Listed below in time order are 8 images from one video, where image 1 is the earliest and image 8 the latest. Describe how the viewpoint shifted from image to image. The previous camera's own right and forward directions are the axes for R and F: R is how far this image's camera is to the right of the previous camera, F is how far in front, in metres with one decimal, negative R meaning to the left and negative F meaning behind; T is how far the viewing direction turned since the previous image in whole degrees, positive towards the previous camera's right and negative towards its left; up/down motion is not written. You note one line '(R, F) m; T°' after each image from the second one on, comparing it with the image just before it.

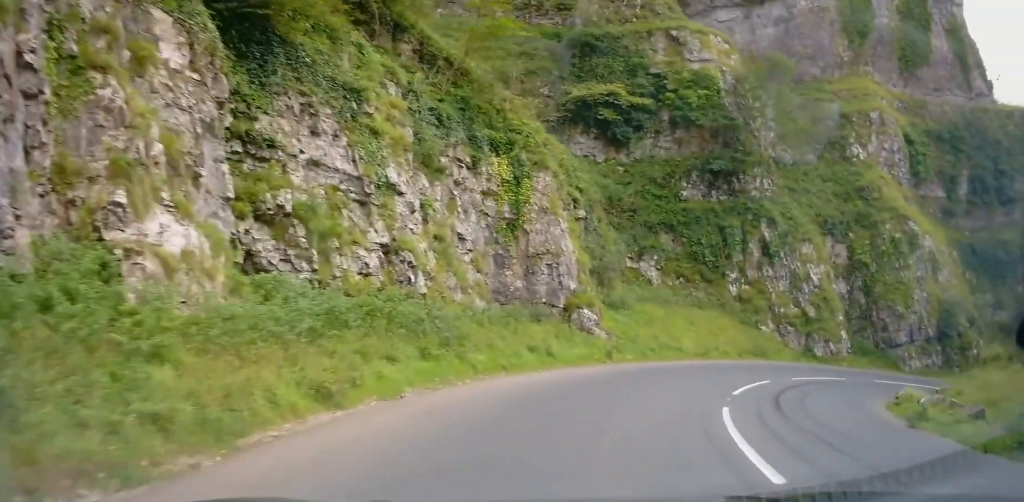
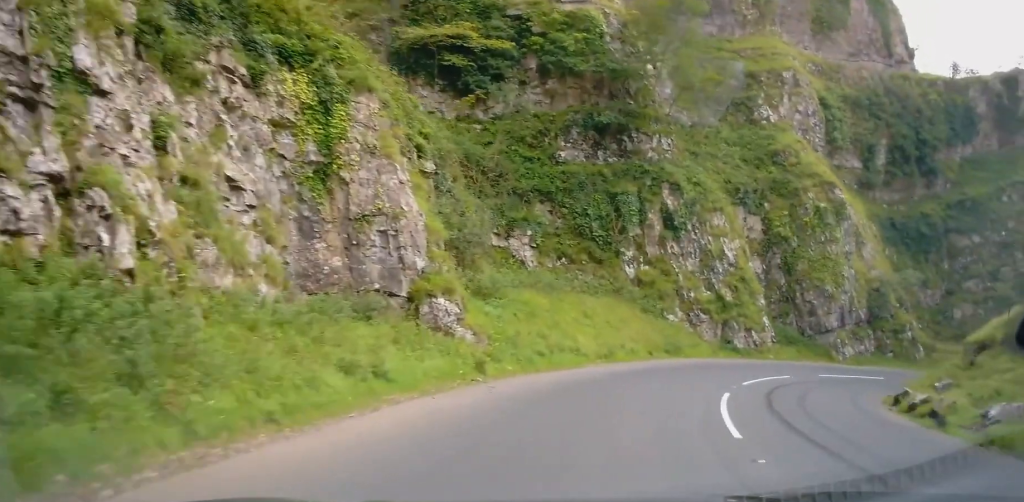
(+1.1, +6.2) m; +14°
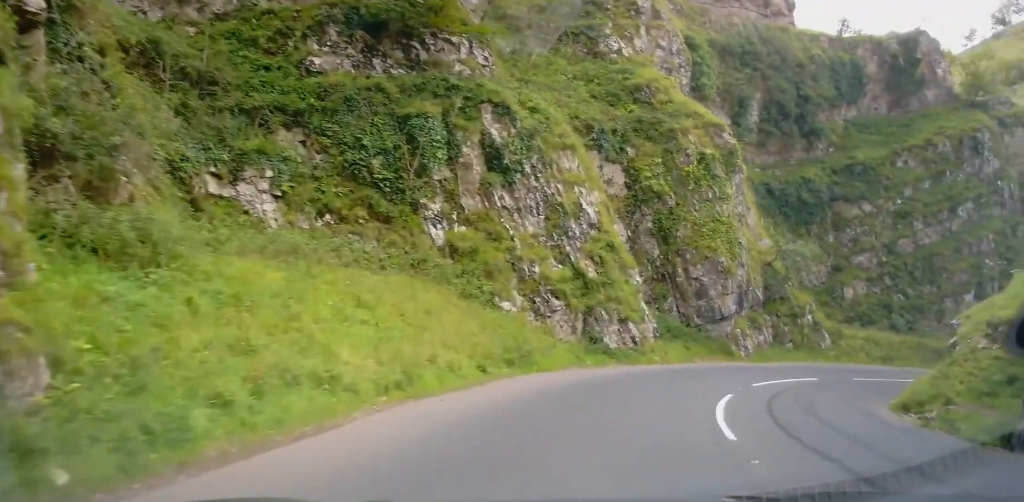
(+1.5, +9.2) m; +18°
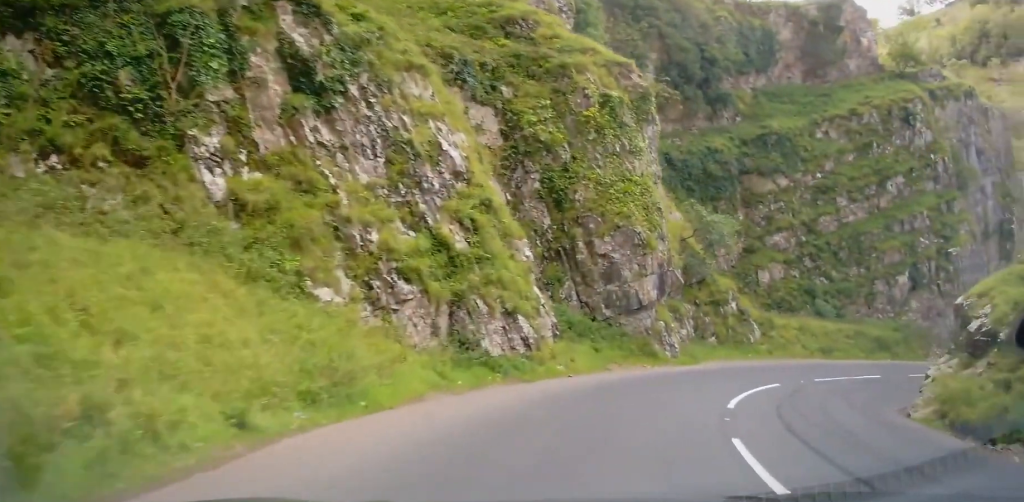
(+0.6, +5.9) m; +14°
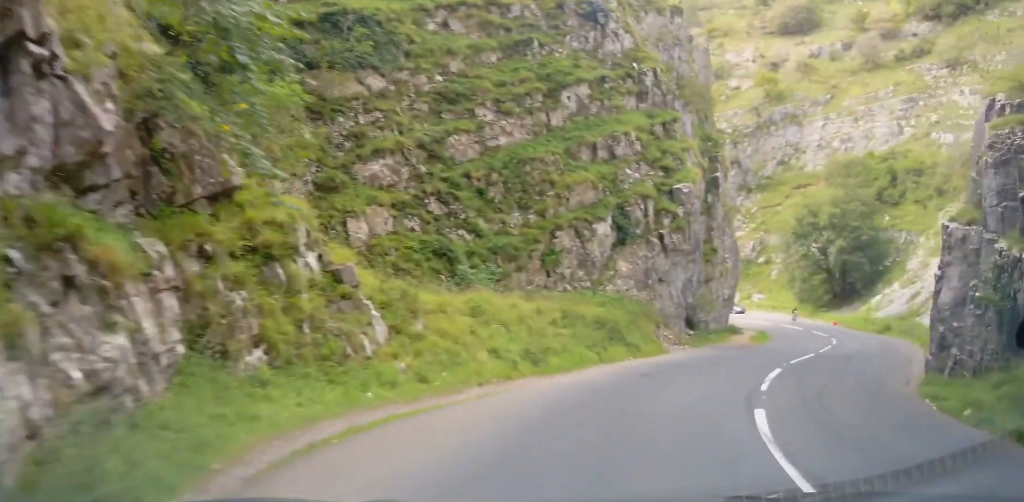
(+6.6, +15.5) m; +41°
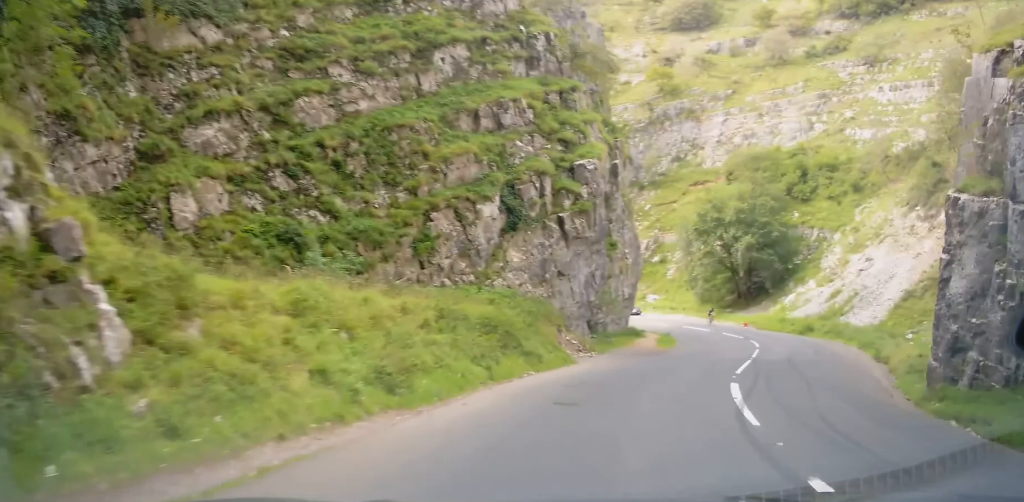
(0.0, +5.4) m; +8°
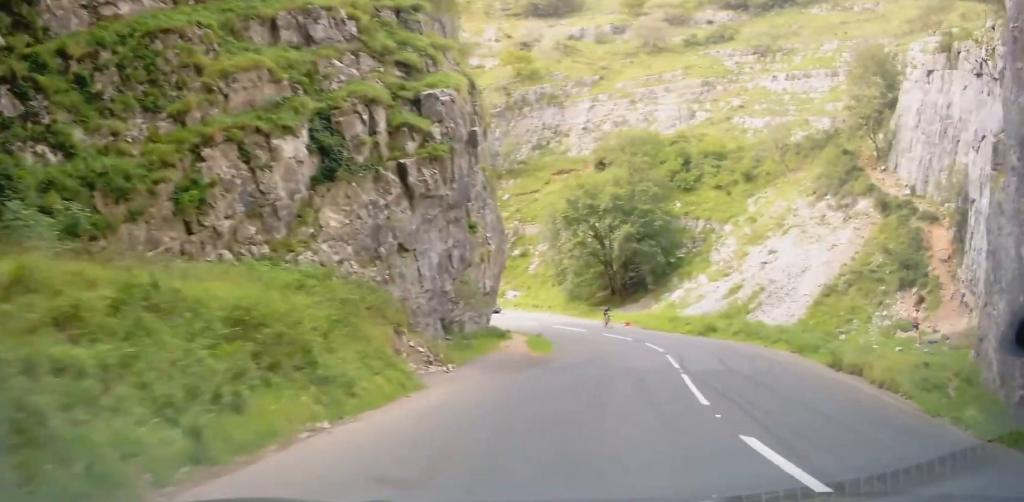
(+1.0, +7.6) m; +12°
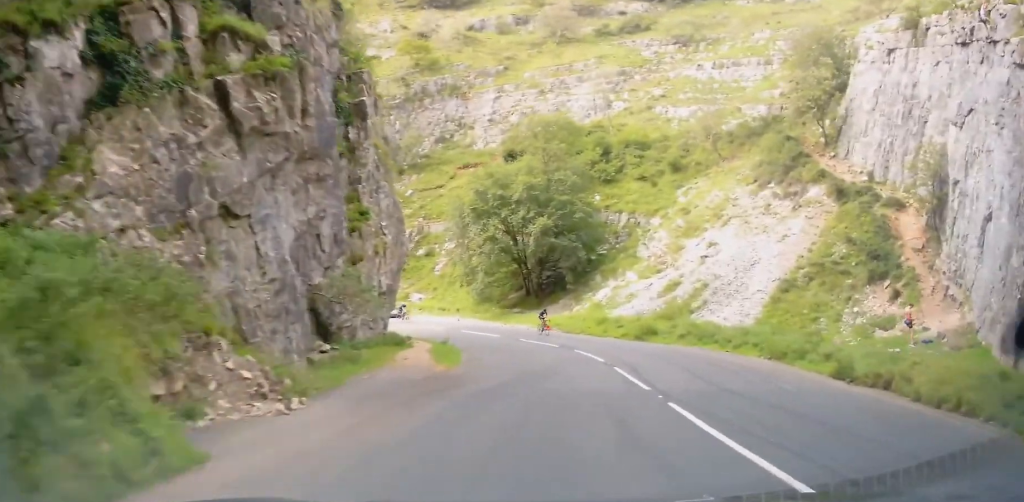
(+0.5, +6.0) m; +7°
